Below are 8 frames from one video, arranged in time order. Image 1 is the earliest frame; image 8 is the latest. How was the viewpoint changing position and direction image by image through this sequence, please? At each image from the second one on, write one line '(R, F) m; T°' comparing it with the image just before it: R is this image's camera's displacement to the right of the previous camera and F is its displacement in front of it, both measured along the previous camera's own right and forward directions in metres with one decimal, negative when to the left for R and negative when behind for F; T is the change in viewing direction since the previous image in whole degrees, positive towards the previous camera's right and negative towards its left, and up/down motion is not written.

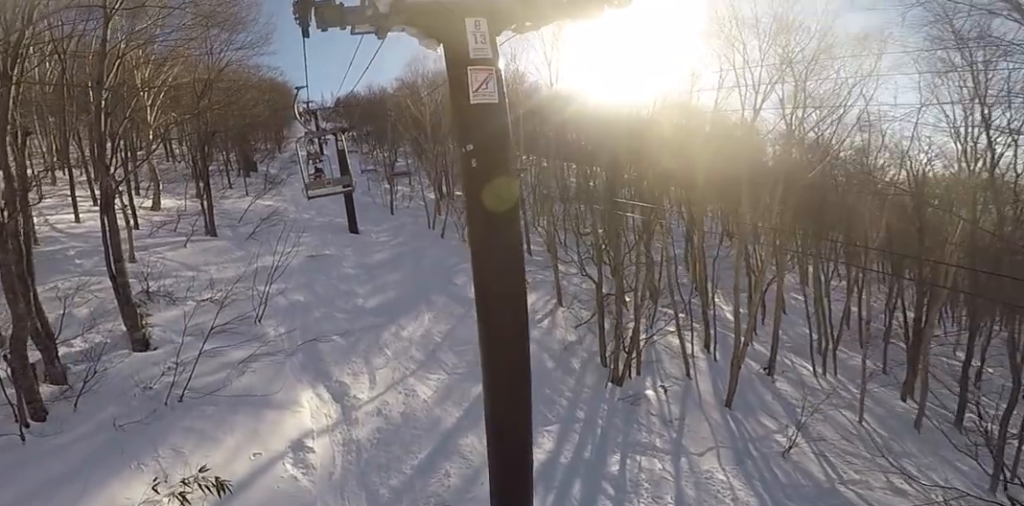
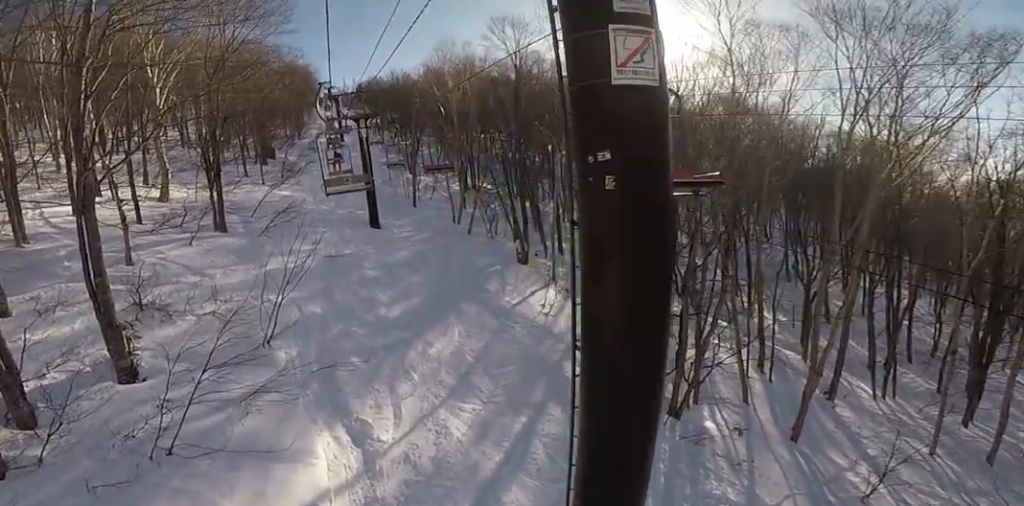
(0.0, +2.1) m; 0°
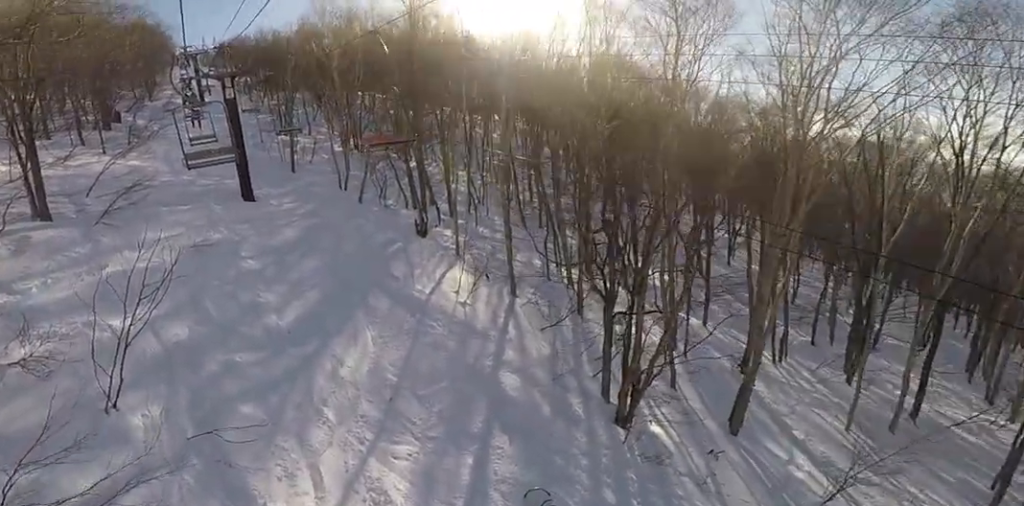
(0.0, +3.6) m; 0°
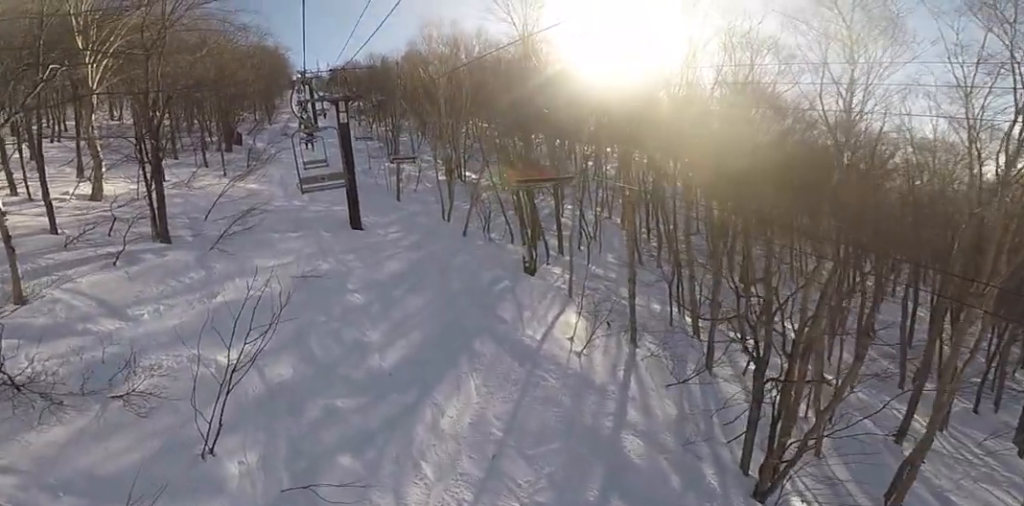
(0.0, +1.1) m; 0°
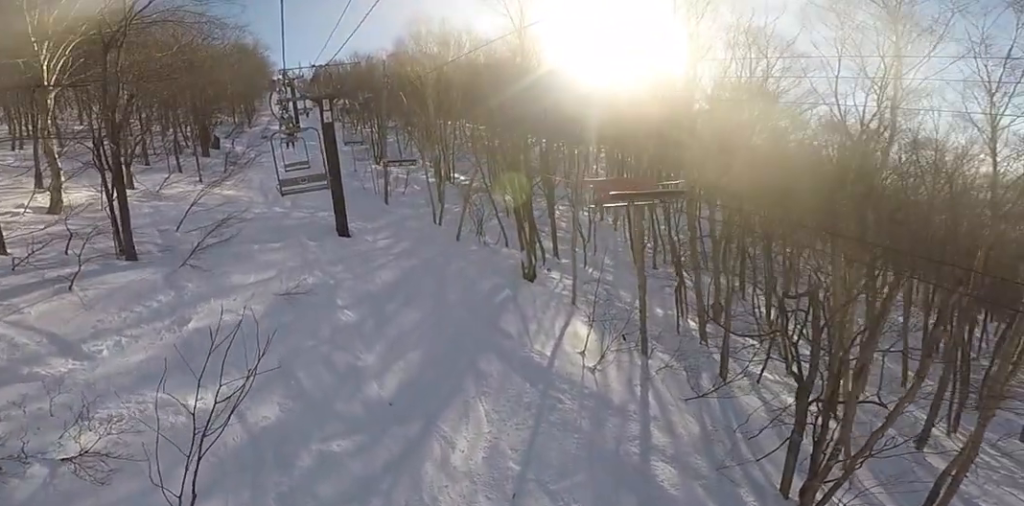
(0.0, +1.3) m; 0°
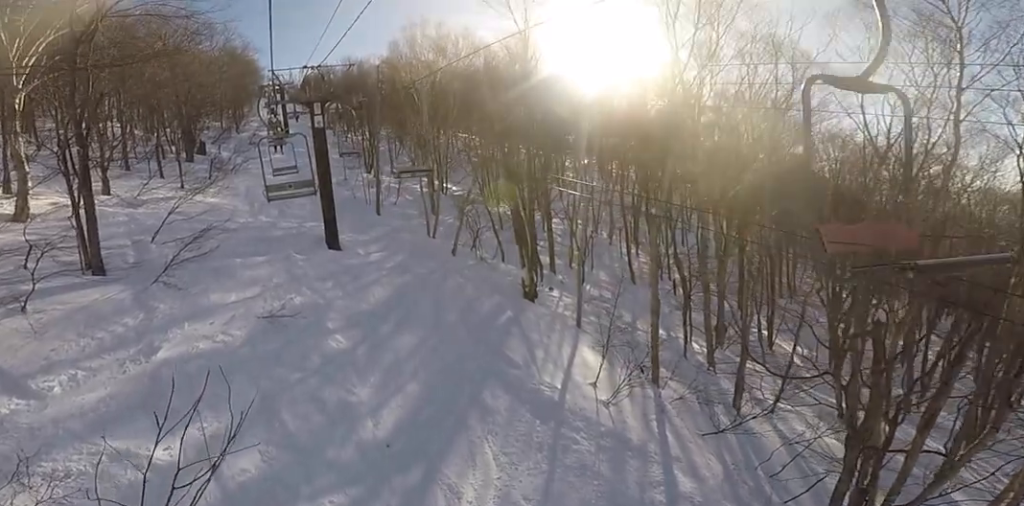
(0.0, +1.3) m; 0°
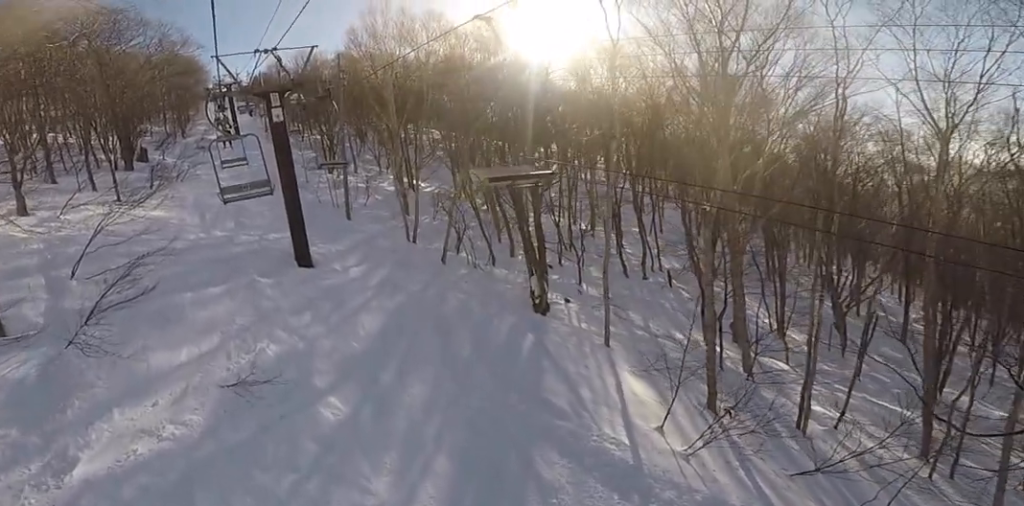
(0.0, +3.7) m; 0°
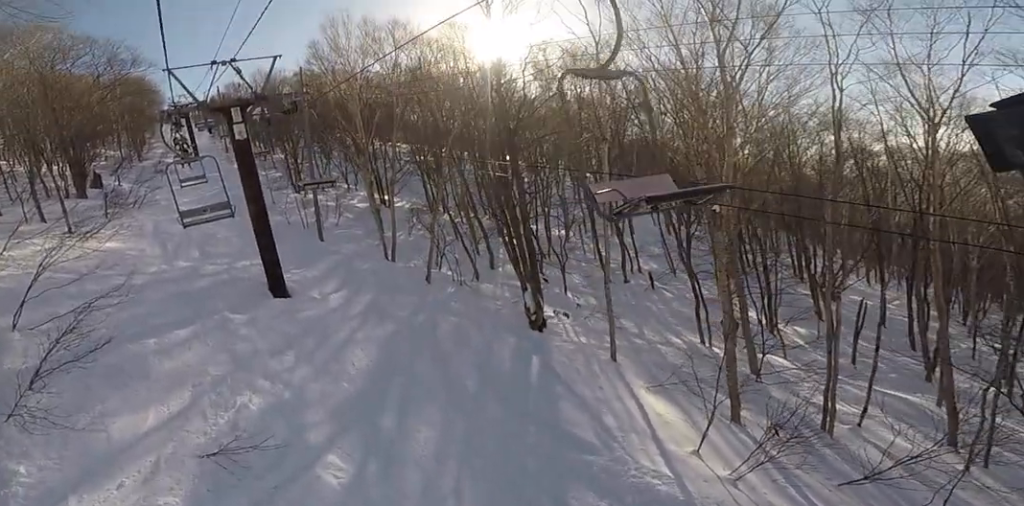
(0.0, +1.5) m; 0°
